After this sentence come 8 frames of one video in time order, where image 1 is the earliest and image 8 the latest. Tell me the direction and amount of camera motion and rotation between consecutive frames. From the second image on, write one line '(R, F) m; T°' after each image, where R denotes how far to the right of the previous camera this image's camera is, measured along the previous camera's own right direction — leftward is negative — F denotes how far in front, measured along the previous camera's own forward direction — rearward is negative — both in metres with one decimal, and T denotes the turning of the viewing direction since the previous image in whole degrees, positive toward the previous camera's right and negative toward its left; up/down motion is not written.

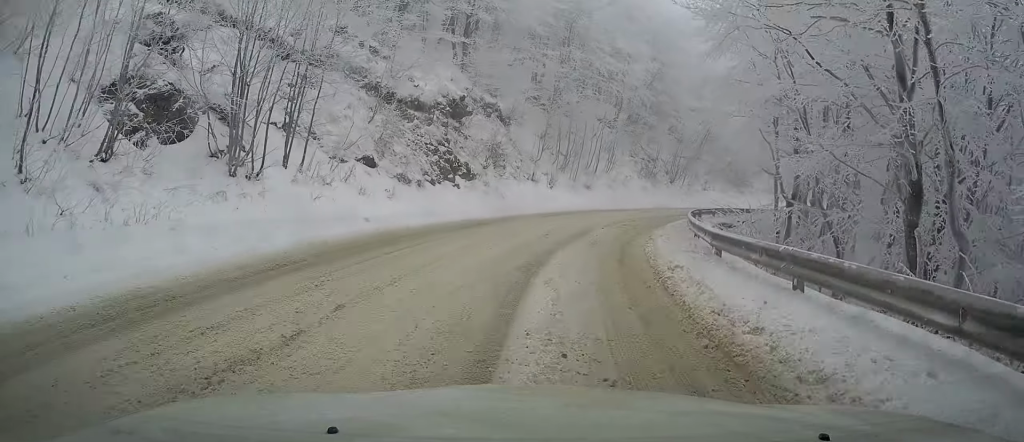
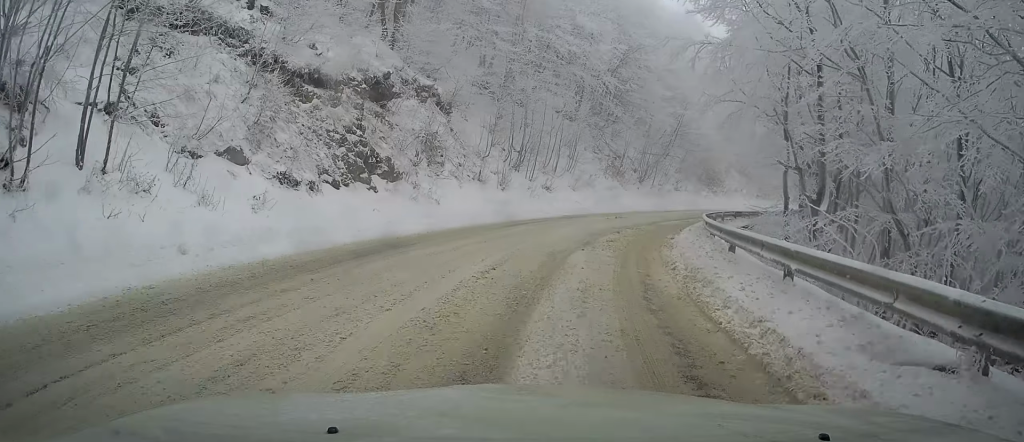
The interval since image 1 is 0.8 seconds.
(+0.2, +7.4) m; +3°
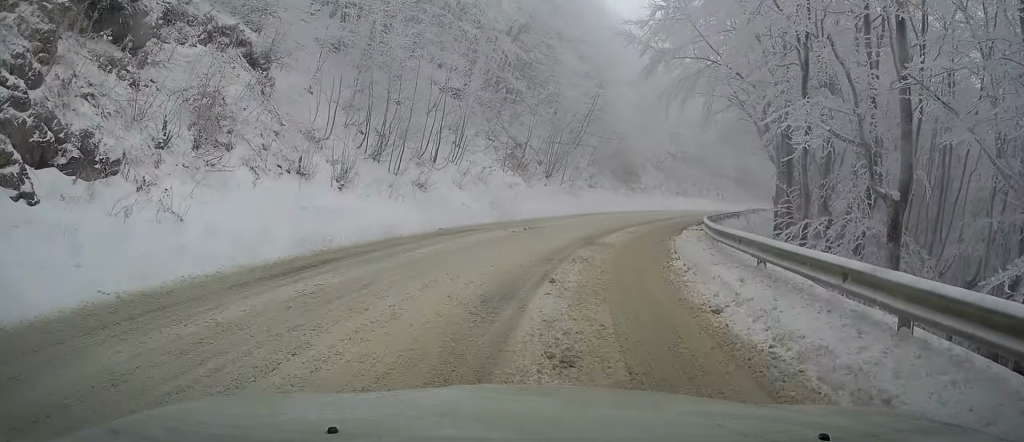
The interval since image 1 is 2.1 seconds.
(+0.5, +11.7) m; +6°
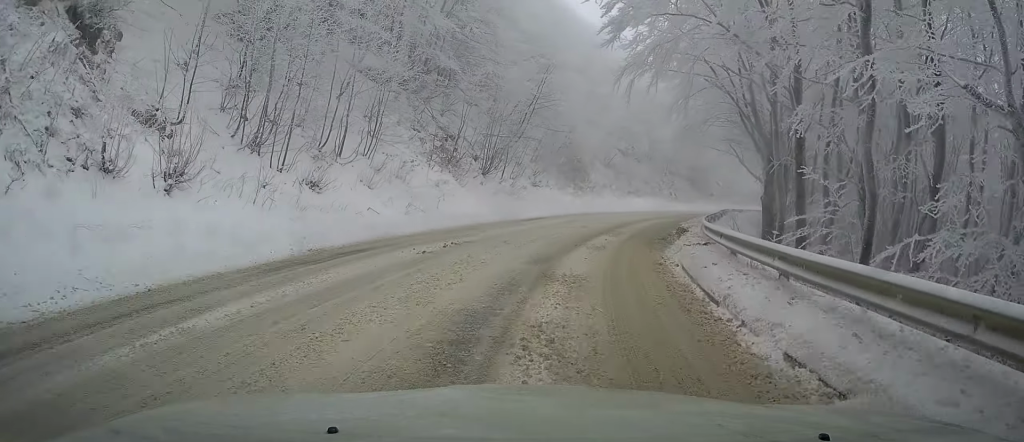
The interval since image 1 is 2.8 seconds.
(+0.3, +6.8) m; +3°
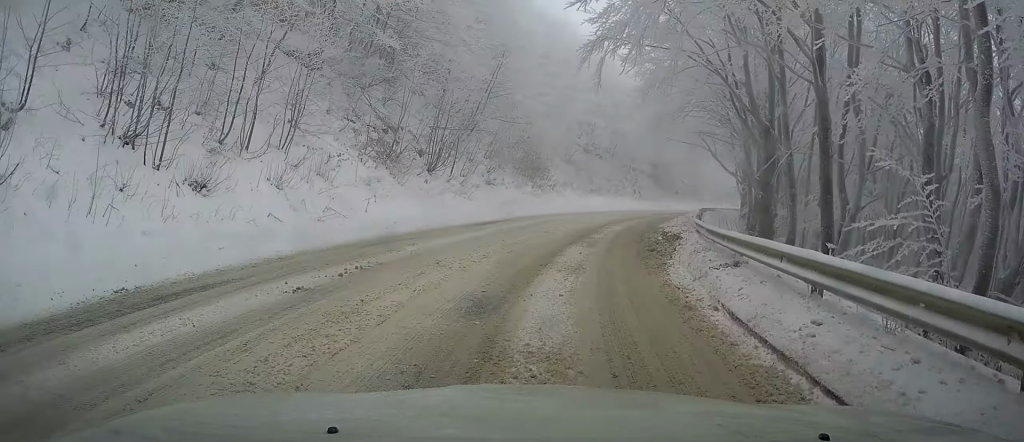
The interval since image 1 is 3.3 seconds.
(+0.1, +5.0) m; +2°
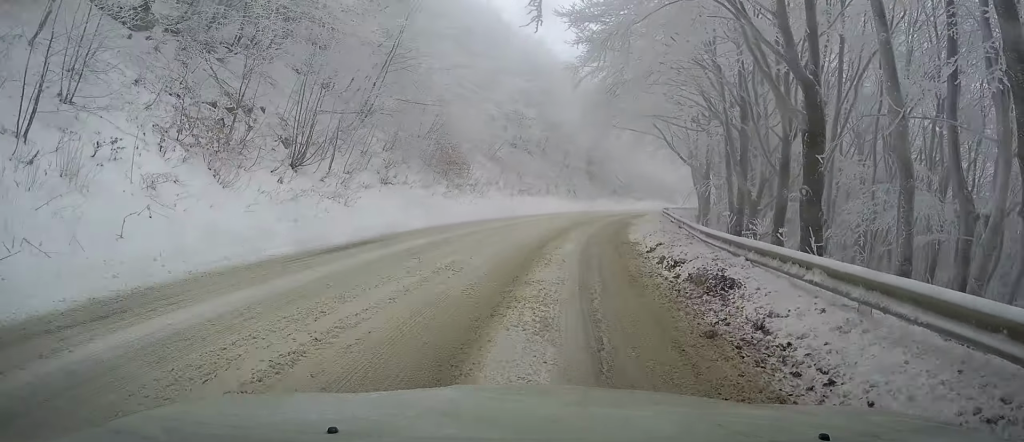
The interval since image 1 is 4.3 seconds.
(+0.3, +10.3) m; +5°
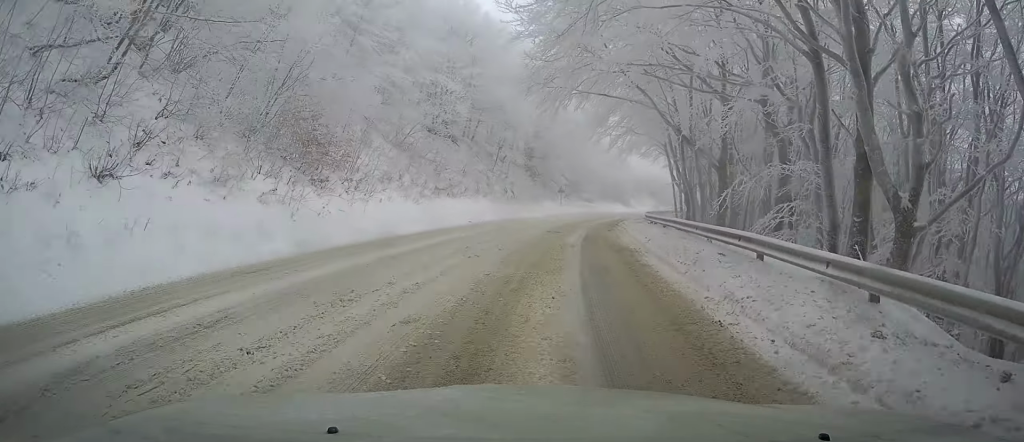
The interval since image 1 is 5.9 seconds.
(+1.7, +17.0) m; +11°
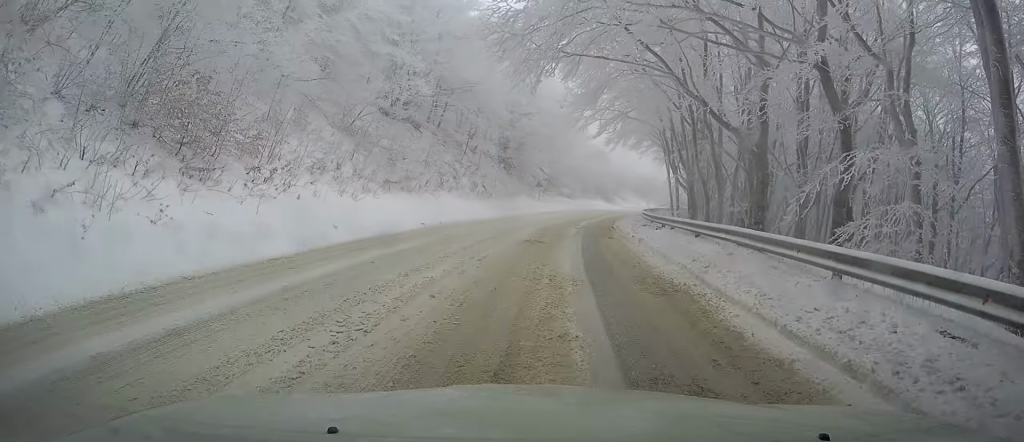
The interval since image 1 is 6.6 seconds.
(+0.3, +7.4) m; +4°
